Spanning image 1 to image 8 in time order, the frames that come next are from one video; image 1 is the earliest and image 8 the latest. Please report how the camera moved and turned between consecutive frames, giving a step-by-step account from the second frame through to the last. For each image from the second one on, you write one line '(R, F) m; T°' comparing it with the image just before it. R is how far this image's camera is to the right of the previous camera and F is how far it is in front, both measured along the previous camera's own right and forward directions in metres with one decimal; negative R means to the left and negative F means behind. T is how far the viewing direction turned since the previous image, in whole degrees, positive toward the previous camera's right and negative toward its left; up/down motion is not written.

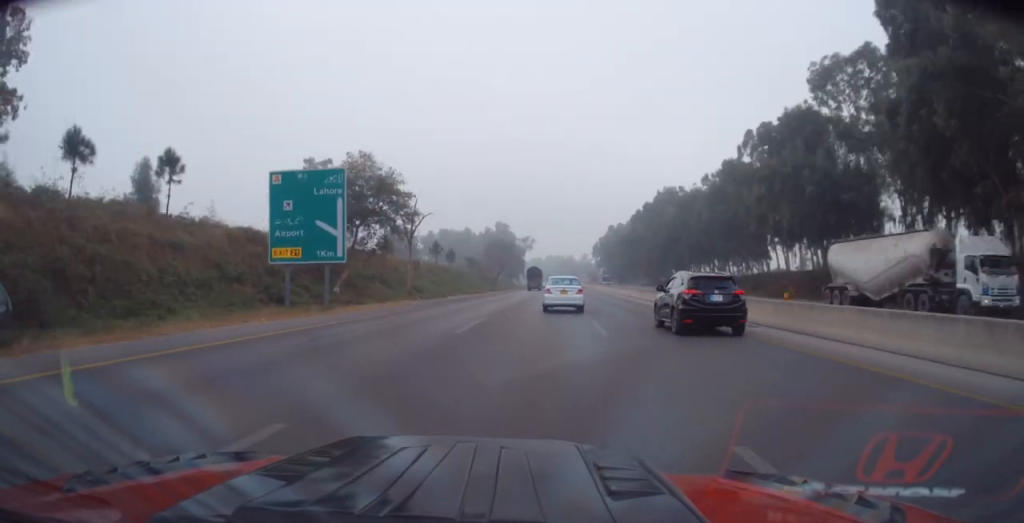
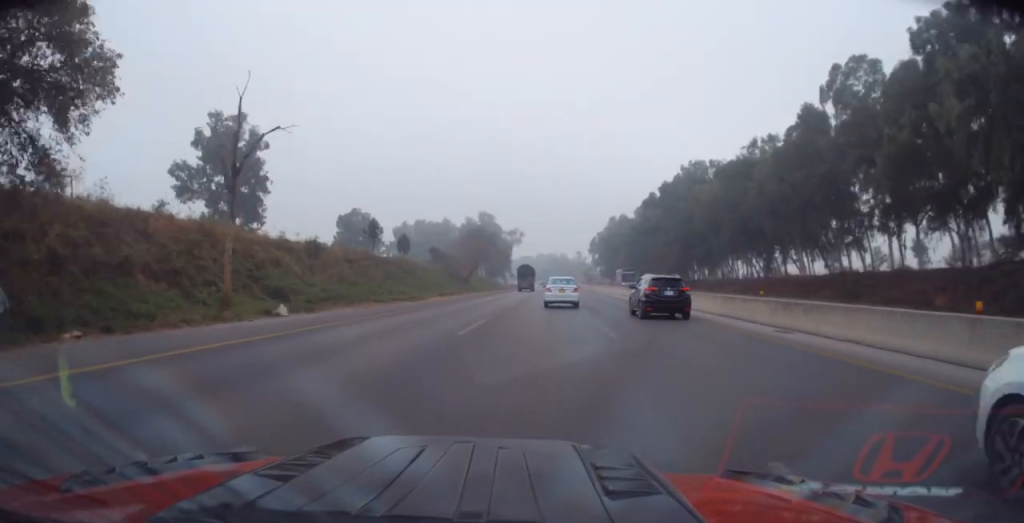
(+0.6, +33.1) m; +2°
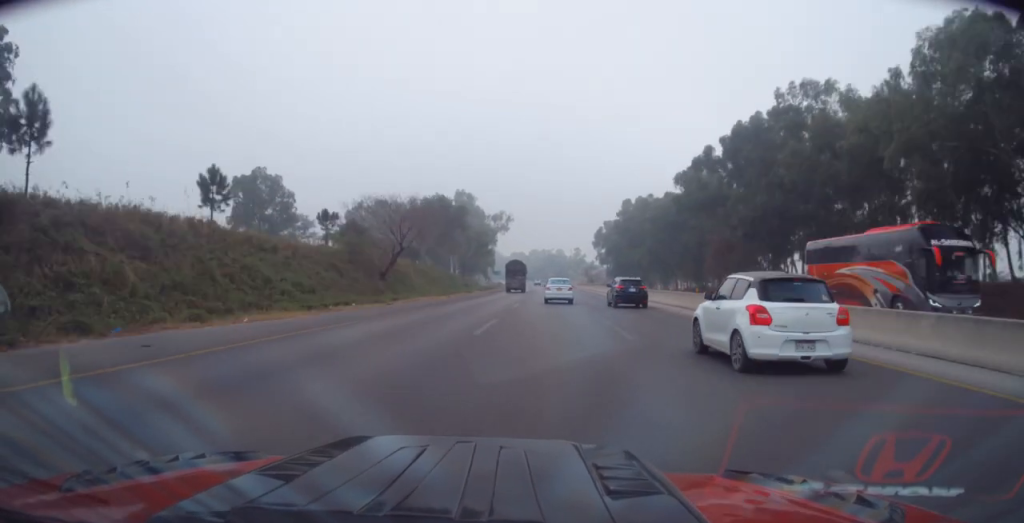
(+0.3, +48.5) m; 0°
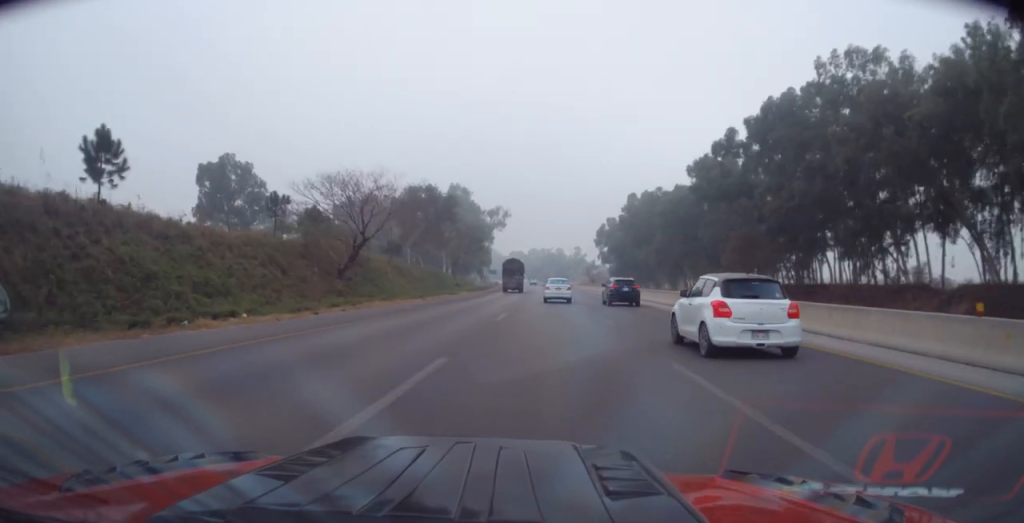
(0.0, +10.4) m; 0°
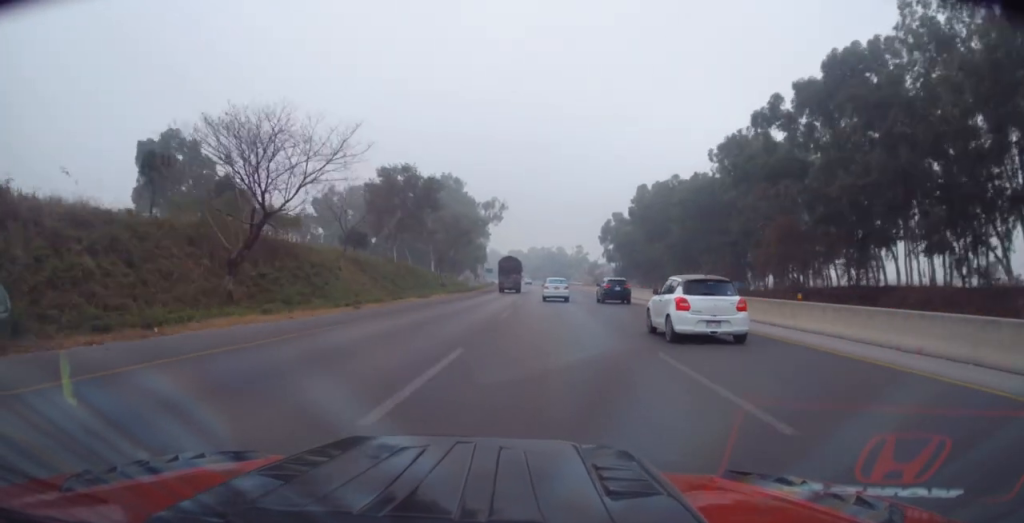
(0.0, +14.8) m; 0°
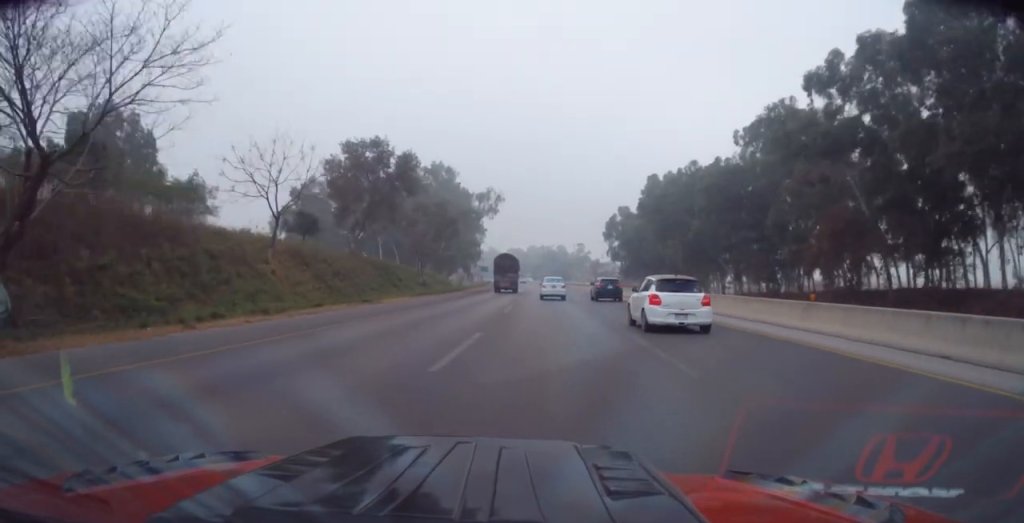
(0.0, +13.1) m; 0°
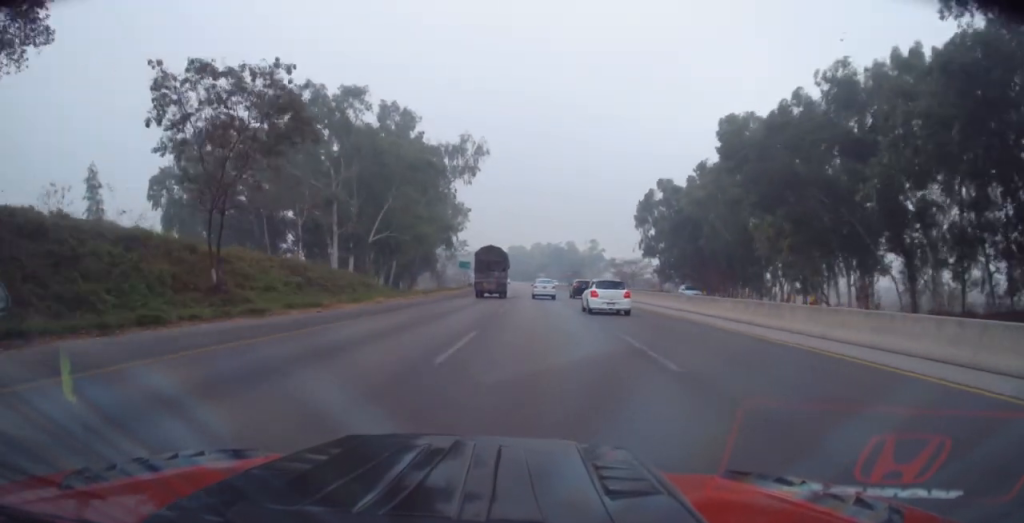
(-0.7, +47.9) m; -1°
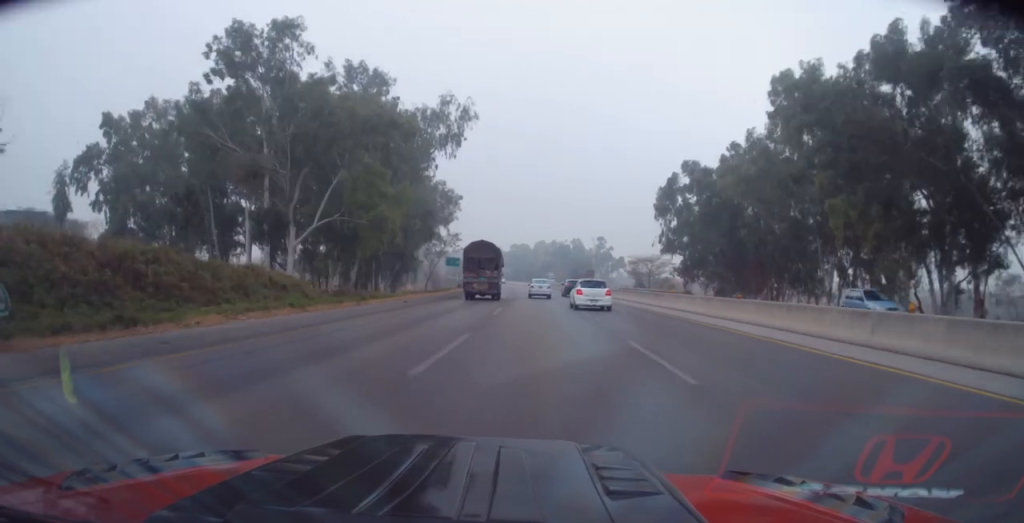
(+0.3, +17.5) m; +1°
